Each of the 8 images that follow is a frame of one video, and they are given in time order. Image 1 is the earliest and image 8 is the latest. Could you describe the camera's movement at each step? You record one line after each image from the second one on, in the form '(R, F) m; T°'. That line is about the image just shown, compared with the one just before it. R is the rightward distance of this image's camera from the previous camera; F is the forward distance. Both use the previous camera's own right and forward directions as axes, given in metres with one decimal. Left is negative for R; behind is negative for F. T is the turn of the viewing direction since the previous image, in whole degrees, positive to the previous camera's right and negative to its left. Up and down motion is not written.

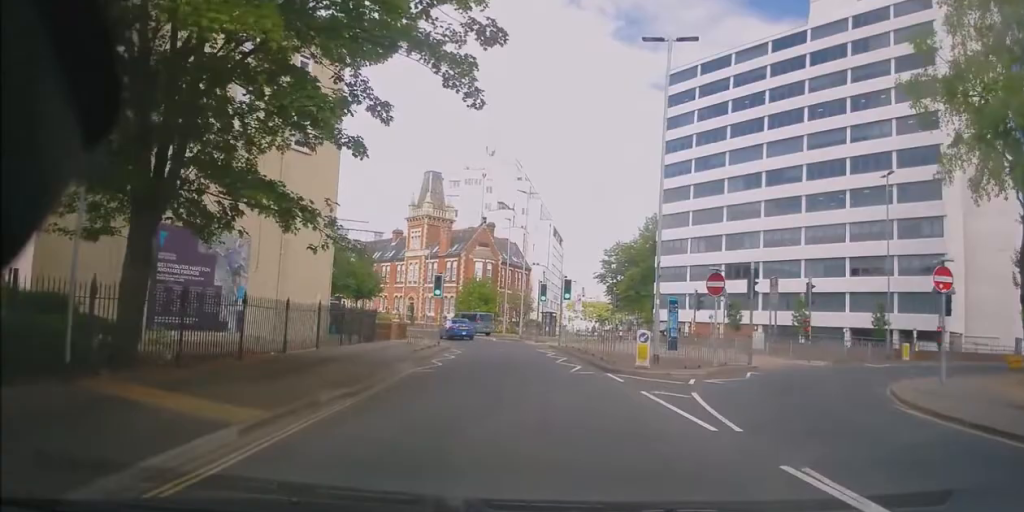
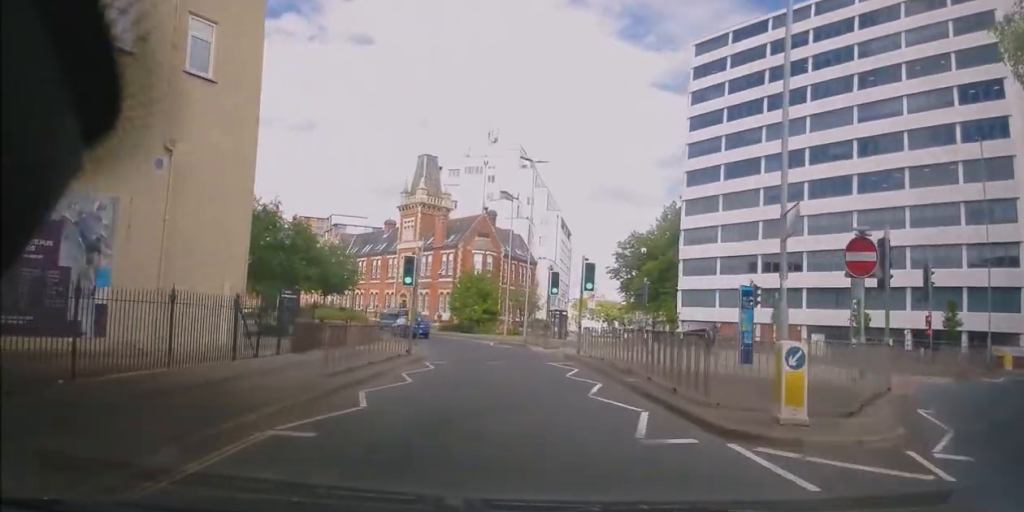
(-0.4, +8.4) m; -4°
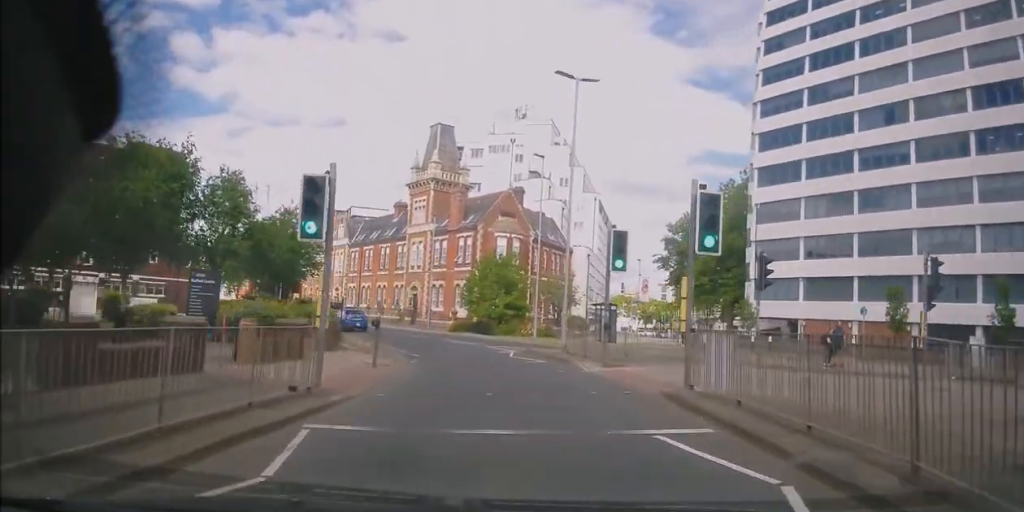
(-0.5, +12.2) m; -3°
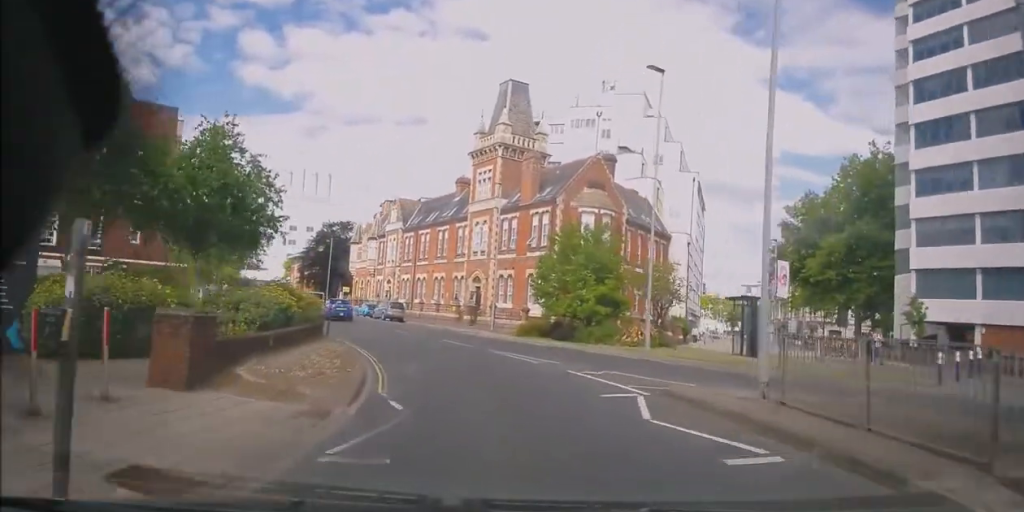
(-0.2, +13.0) m; -5°
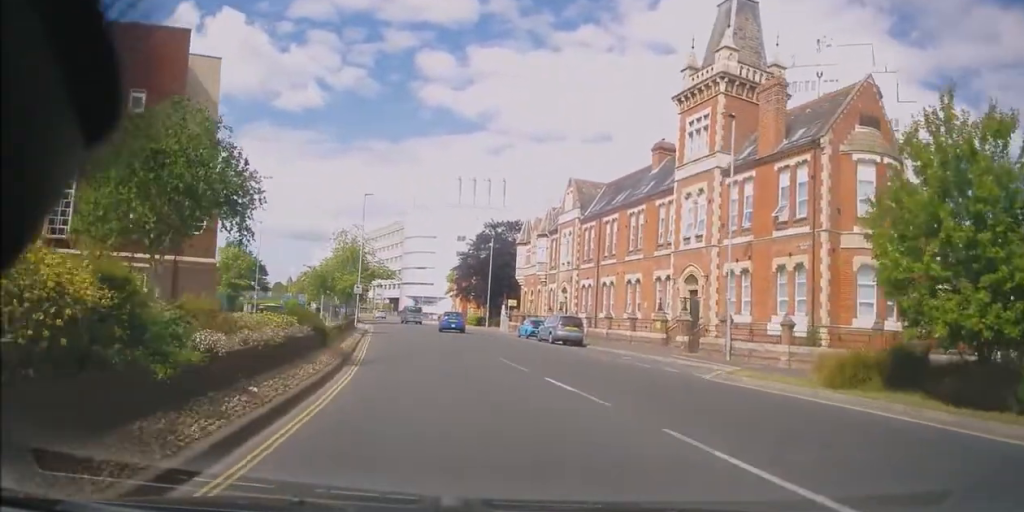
(-2.2, +17.3) m; -17°
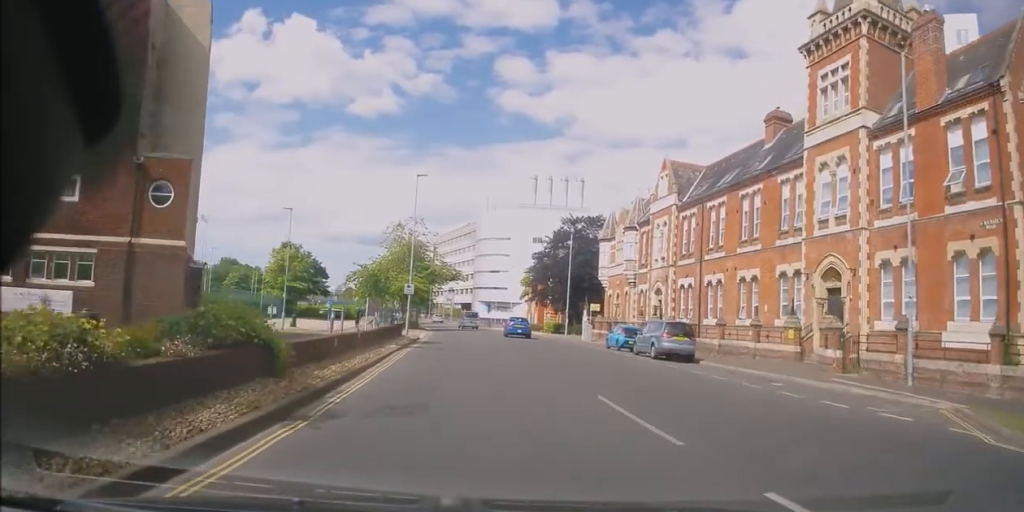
(-0.8, +8.1) m; -8°
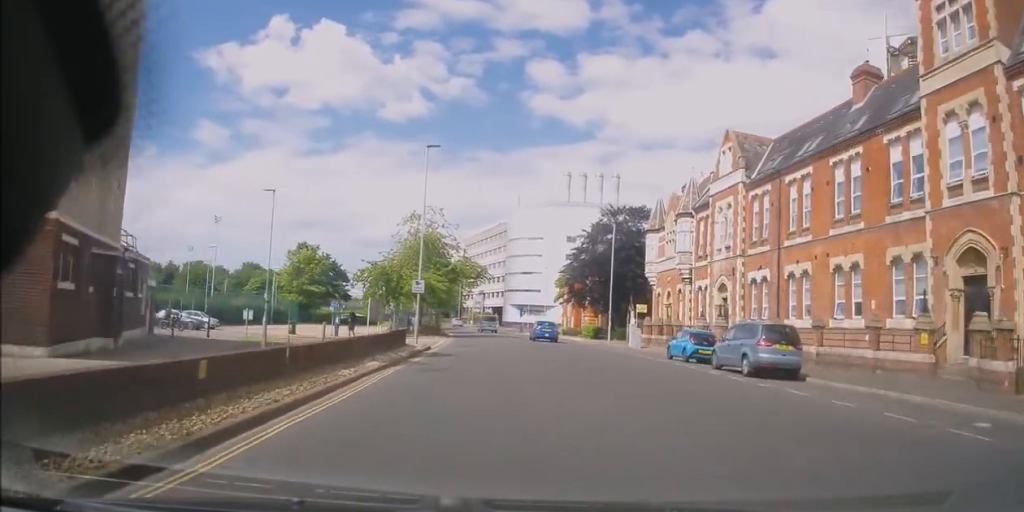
(-0.4, +7.3) m; -4°
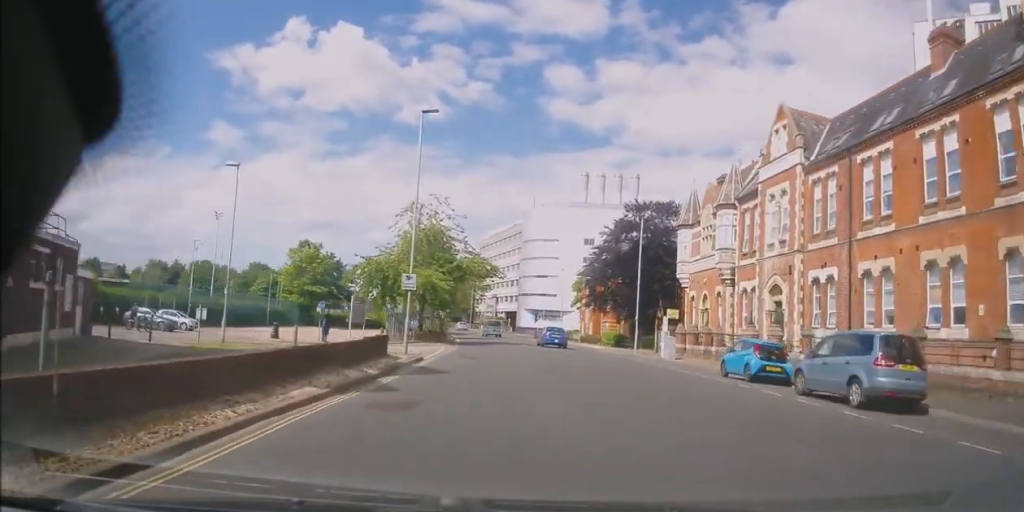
(-0.2, +5.6) m; -1°
